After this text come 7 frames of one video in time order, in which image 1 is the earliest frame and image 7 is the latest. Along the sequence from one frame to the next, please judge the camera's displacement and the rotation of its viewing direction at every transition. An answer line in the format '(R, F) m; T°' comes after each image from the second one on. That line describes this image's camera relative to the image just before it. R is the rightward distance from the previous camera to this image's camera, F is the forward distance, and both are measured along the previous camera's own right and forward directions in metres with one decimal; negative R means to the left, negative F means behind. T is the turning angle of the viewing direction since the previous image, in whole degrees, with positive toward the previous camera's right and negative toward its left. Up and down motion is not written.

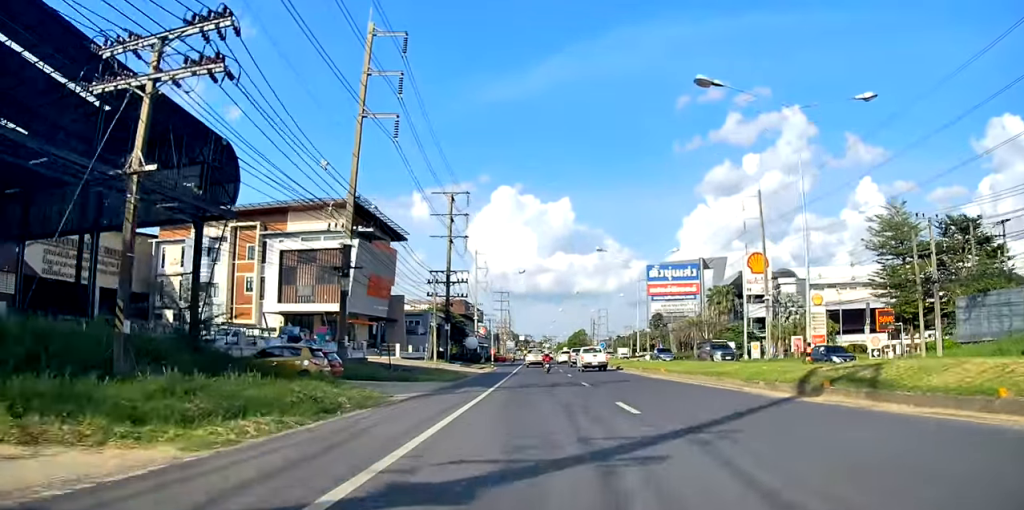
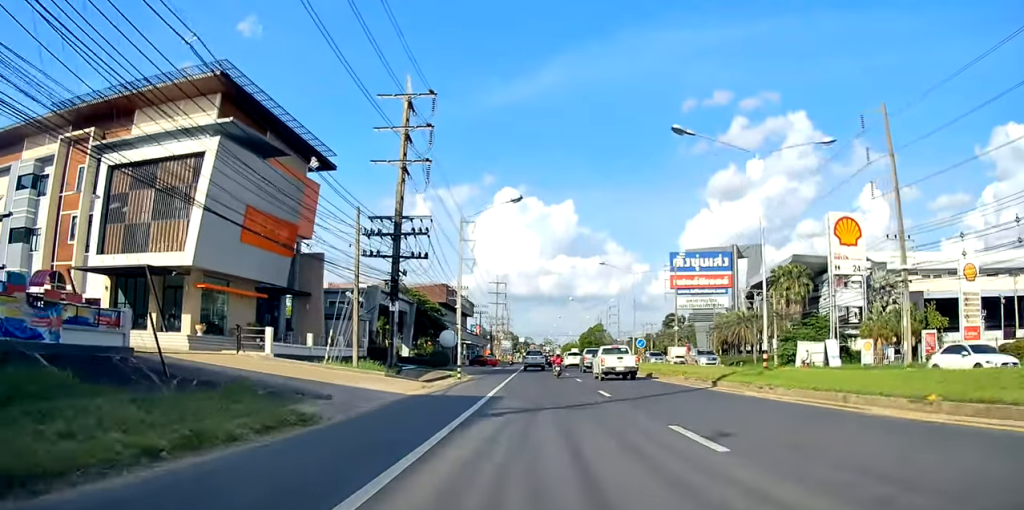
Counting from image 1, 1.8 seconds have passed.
(+0.5, +29.6) m; +1°
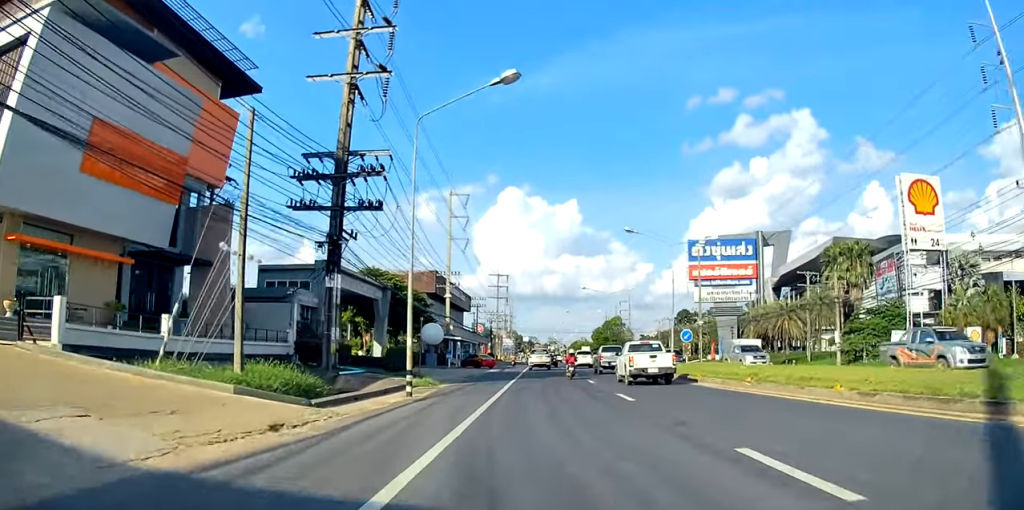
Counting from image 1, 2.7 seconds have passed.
(-0.2, +14.9) m; -1°
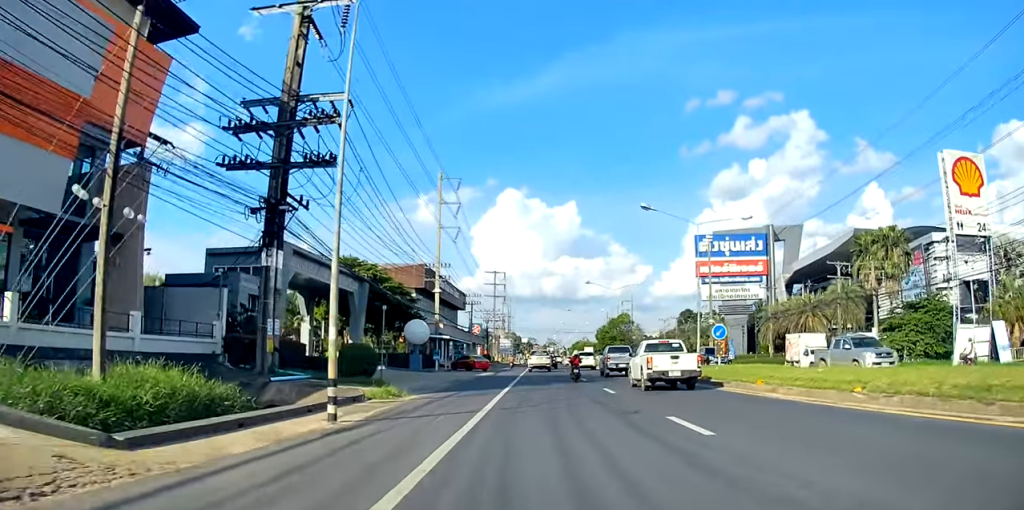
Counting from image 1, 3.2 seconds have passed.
(-0.1, +7.6) m; -1°
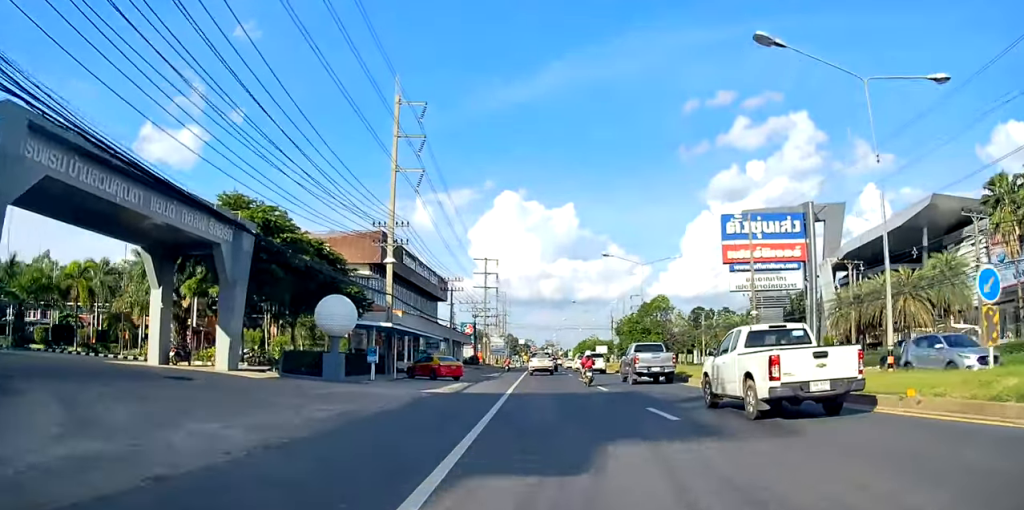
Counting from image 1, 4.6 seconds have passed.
(+0.2, +20.6) m; +2°
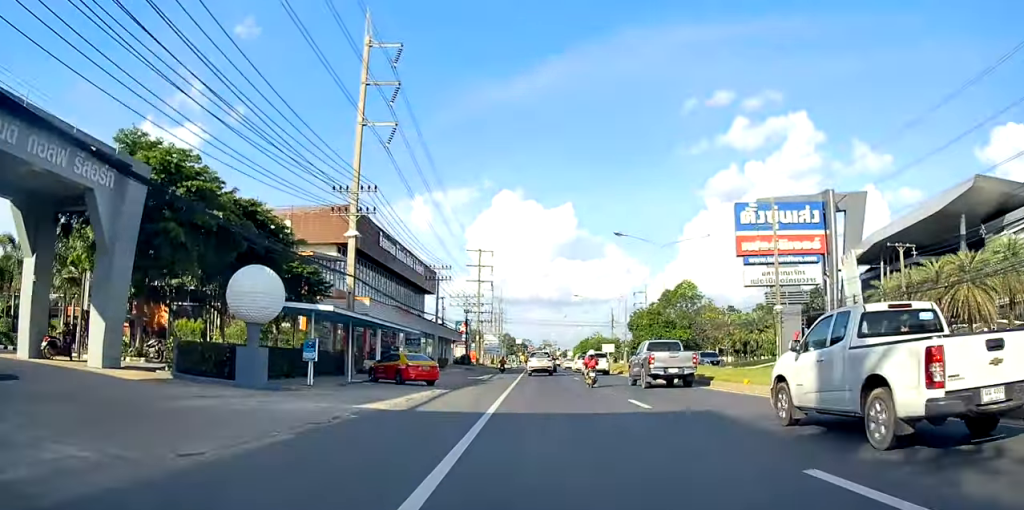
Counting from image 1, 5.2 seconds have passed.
(0.0, +9.4) m; +1°
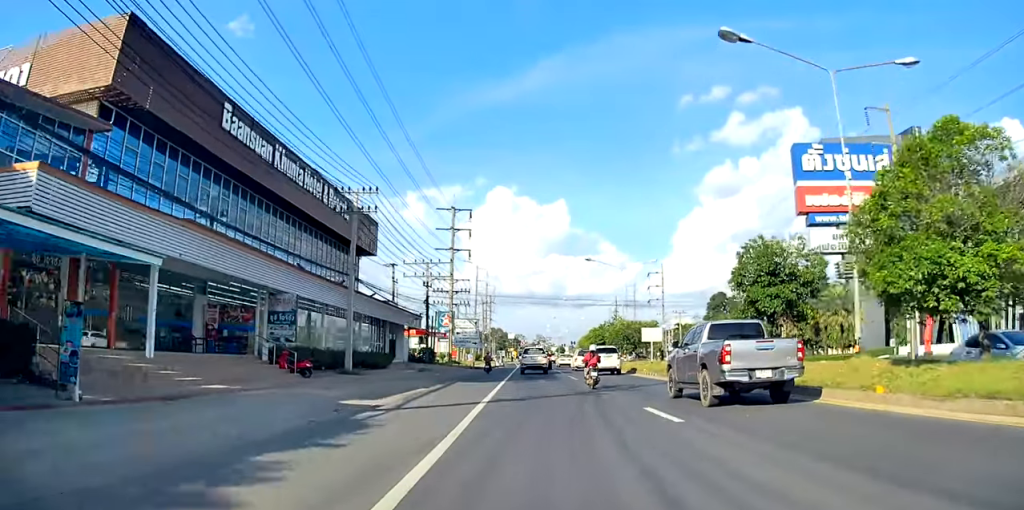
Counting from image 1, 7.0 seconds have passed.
(-0.6, +27.6) m; -3°
